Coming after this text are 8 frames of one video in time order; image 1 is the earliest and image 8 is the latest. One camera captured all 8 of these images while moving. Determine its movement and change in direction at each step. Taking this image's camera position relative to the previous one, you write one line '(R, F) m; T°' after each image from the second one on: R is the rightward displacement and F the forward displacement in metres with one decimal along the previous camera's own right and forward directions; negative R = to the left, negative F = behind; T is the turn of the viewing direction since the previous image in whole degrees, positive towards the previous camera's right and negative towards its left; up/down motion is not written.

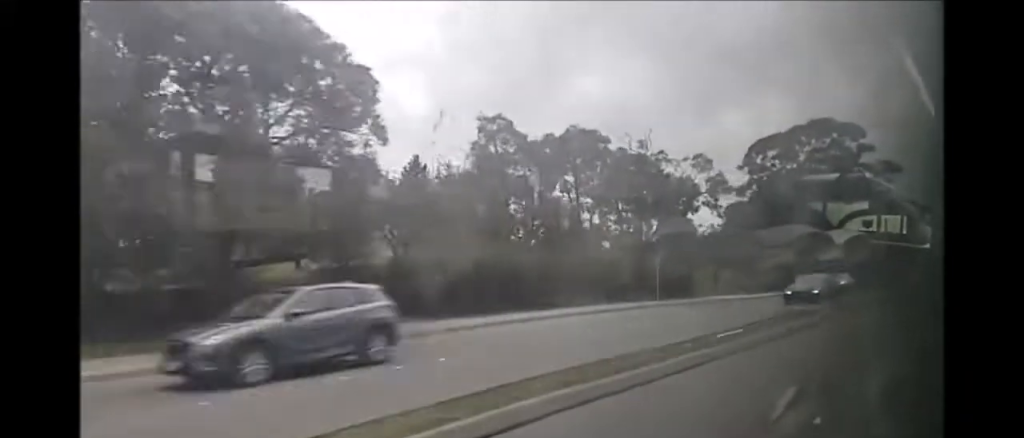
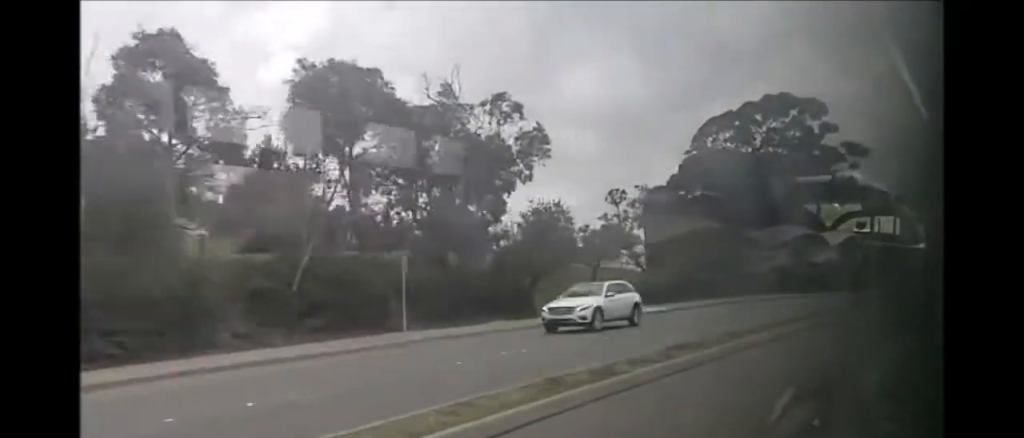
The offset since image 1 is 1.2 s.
(+0.1, +18.1) m; 0°
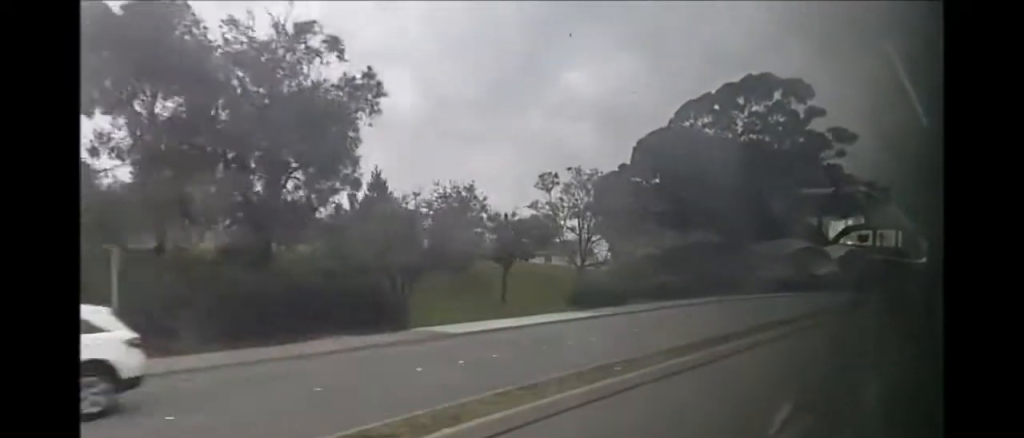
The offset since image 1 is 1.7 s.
(-0.1, +8.9) m; 0°
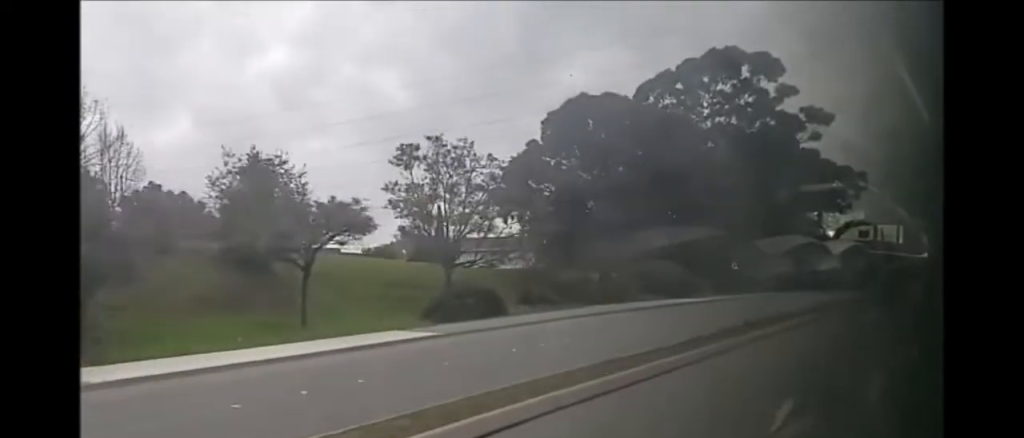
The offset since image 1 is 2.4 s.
(-0.1, +11.1) m; +1°
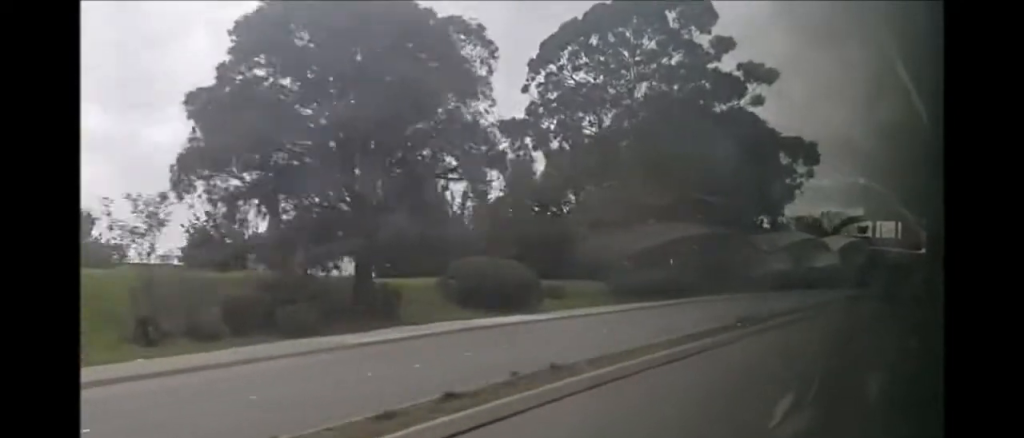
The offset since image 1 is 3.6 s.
(+0.5, +18.7) m; +1°
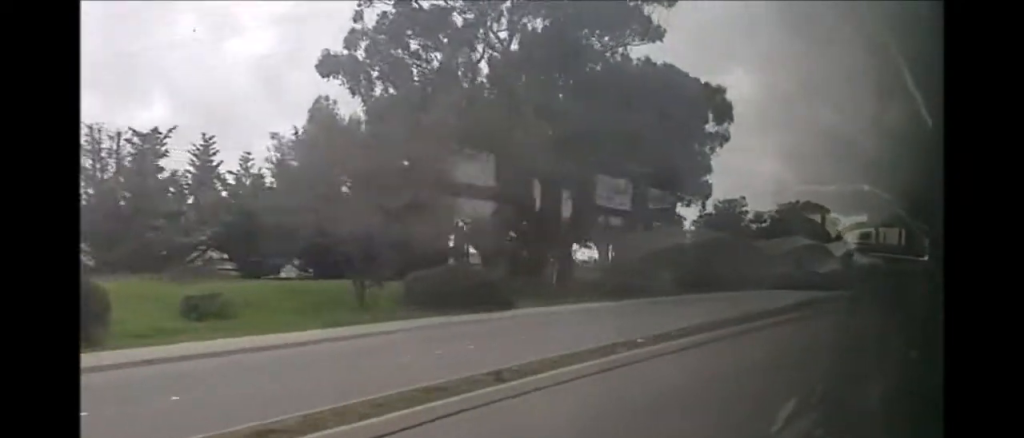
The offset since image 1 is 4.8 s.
(0.0, +20.5) m; 0°
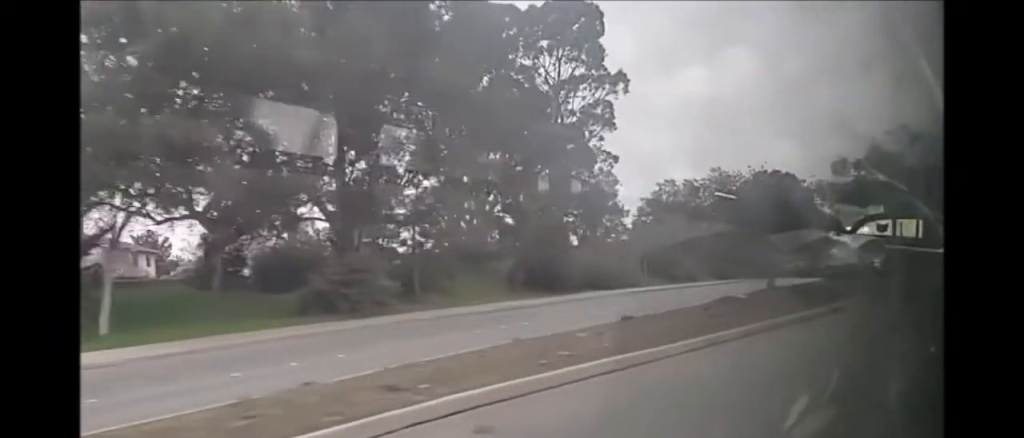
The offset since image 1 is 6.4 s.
(+0.1, +25.8) m; +1°
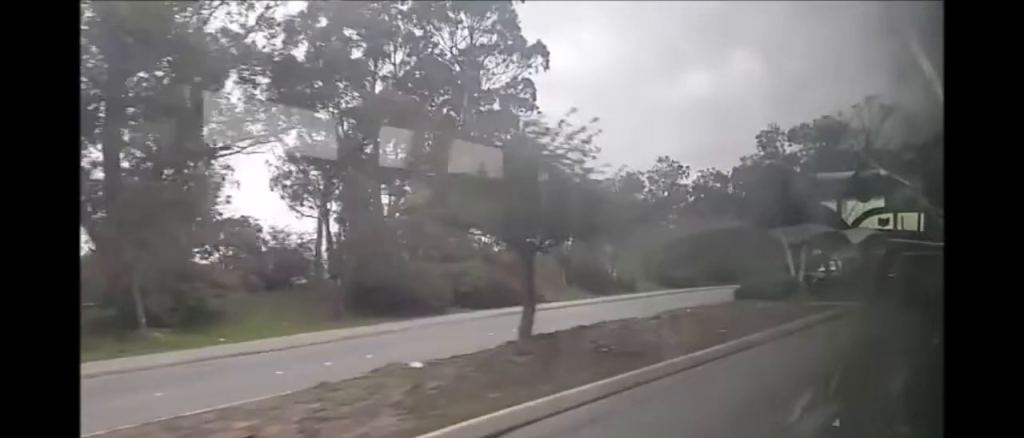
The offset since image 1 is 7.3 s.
(+0.4, +14.5) m; -1°
